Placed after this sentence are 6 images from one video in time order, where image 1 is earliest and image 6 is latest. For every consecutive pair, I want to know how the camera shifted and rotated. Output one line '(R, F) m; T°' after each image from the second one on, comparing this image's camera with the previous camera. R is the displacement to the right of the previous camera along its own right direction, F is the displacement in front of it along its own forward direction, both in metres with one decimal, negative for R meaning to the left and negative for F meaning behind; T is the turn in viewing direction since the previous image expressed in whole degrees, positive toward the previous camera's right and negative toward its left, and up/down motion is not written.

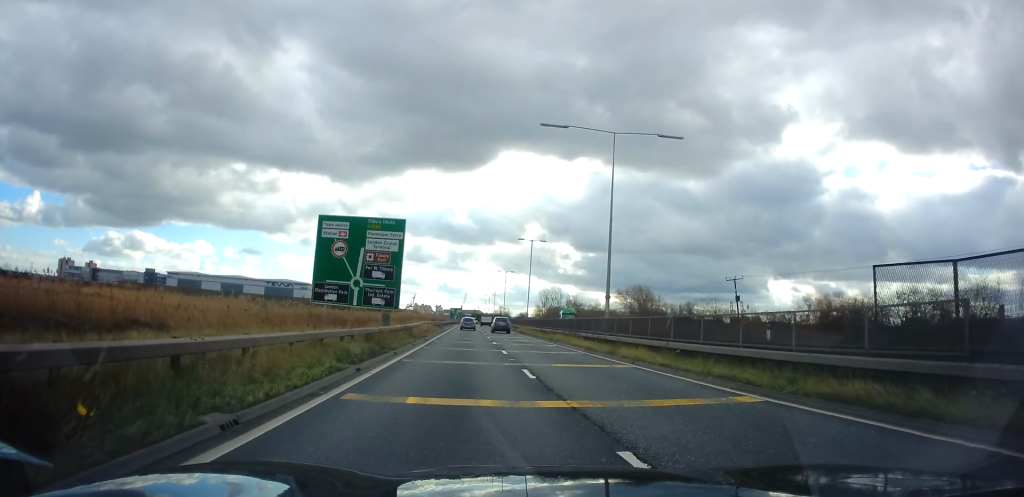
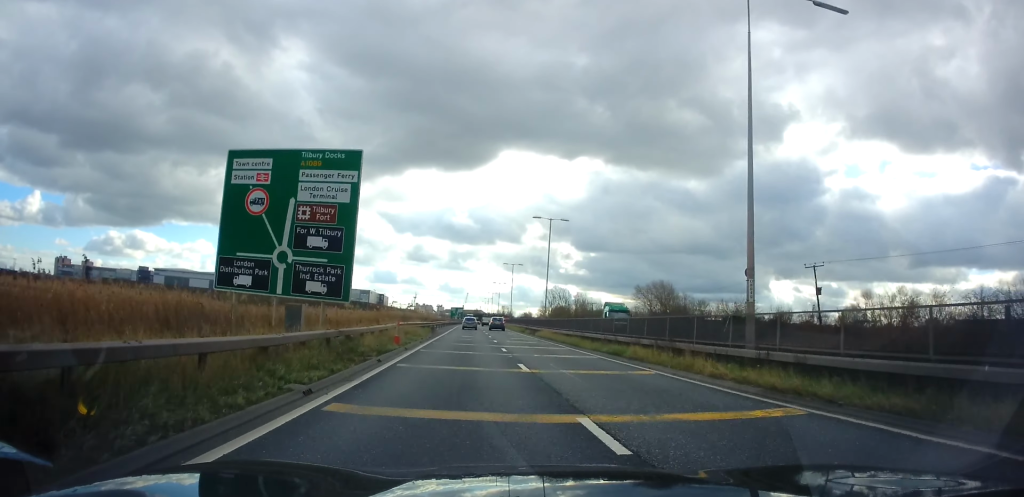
(0.0, +16.0) m; +1°
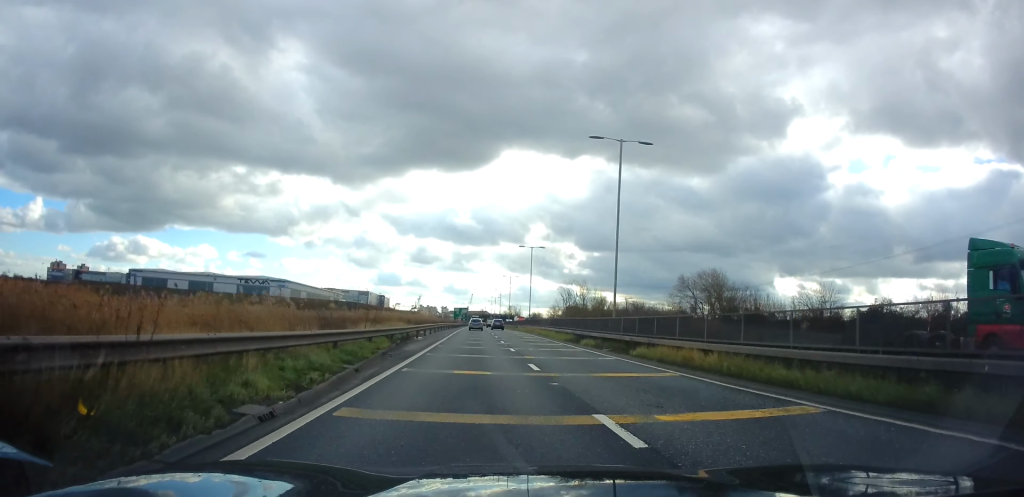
(+0.3, +27.2) m; 0°
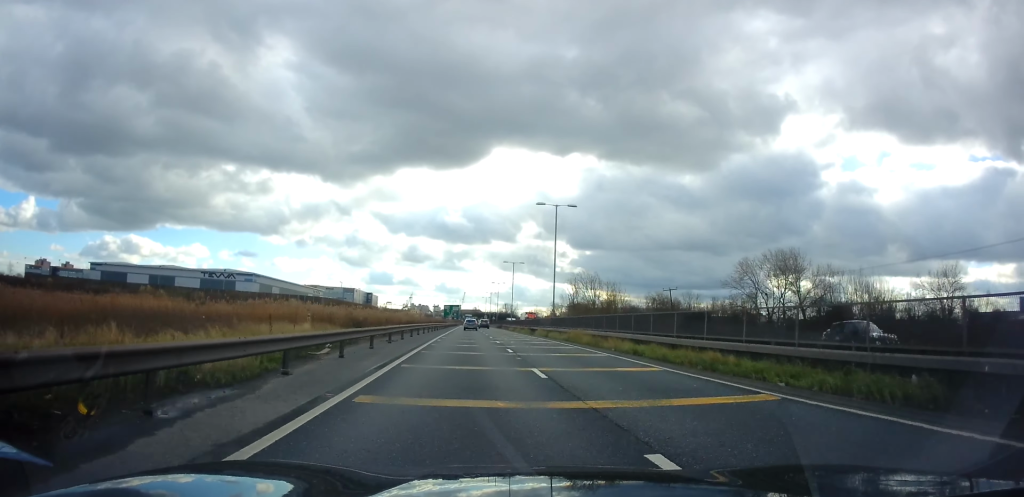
(-0.1, +29.1) m; 0°
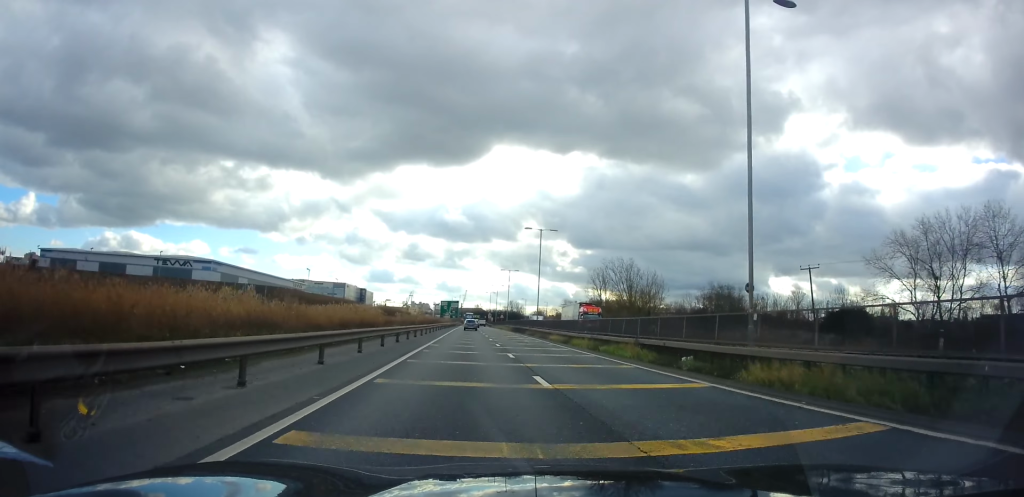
(-0.3, +36.6) m; 0°
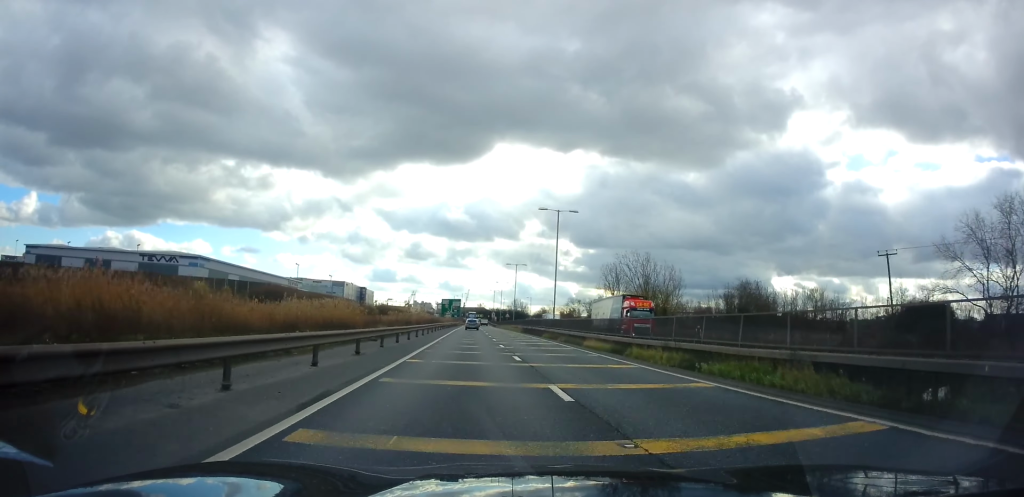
(-0.1, +10.8) m; +1°
